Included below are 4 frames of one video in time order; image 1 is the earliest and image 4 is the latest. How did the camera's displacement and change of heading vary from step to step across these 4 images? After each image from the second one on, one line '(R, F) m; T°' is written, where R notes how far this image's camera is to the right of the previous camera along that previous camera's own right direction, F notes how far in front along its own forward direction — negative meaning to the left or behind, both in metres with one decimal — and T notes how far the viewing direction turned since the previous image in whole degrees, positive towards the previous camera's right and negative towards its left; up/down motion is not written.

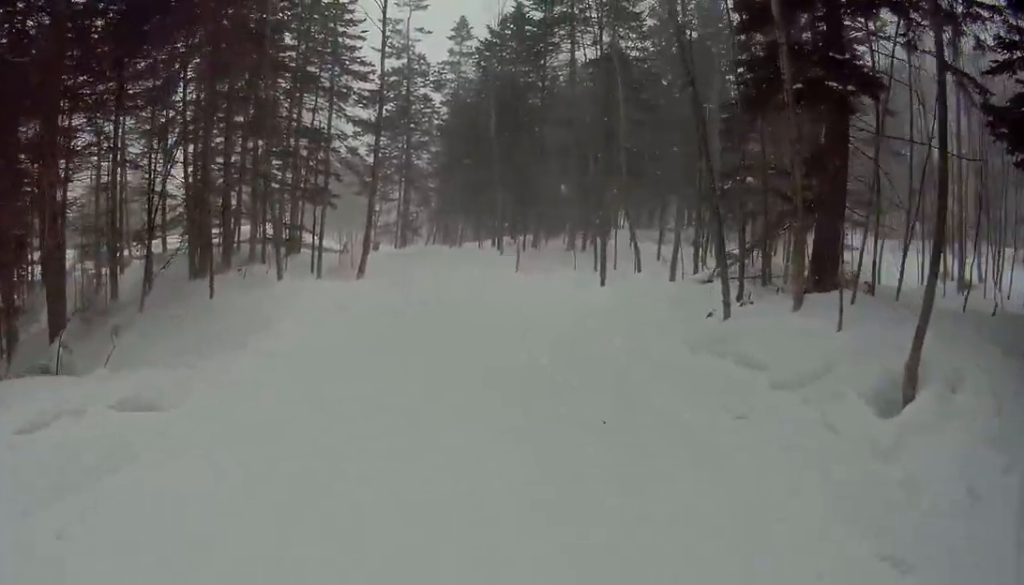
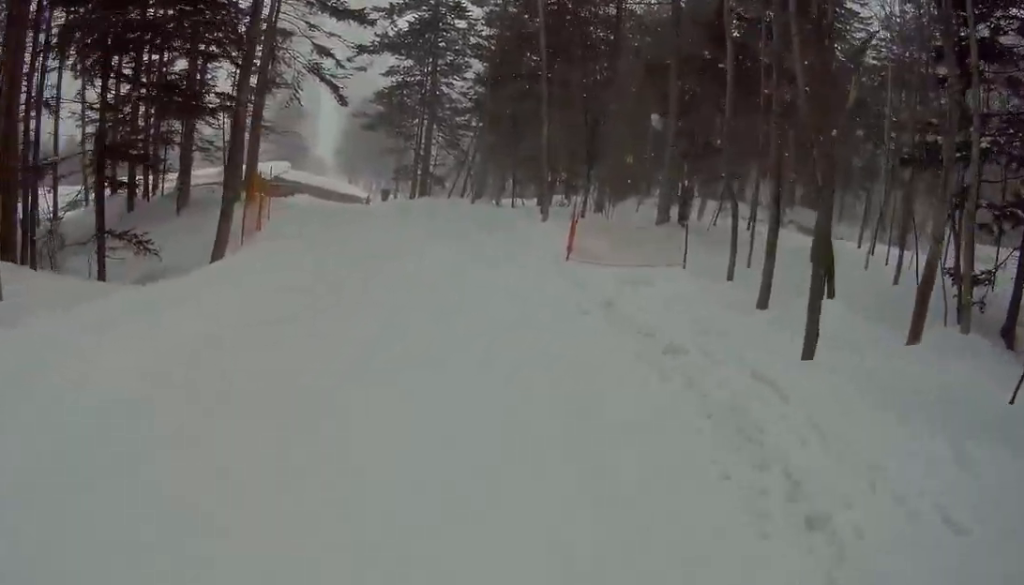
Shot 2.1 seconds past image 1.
(+0.8, +13.8) m; -4°
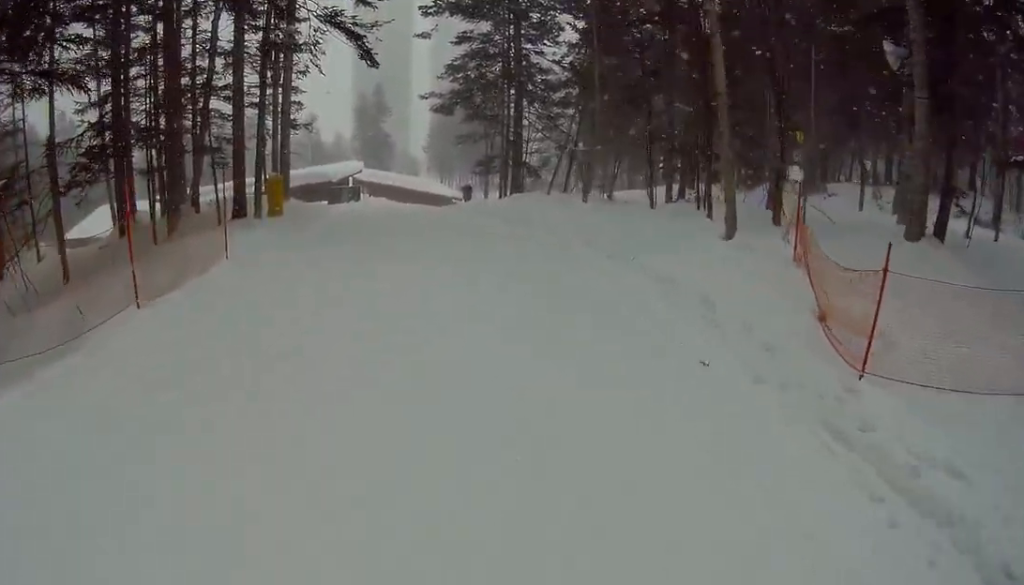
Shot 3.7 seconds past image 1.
(-0.8, +9.6) m; 0°
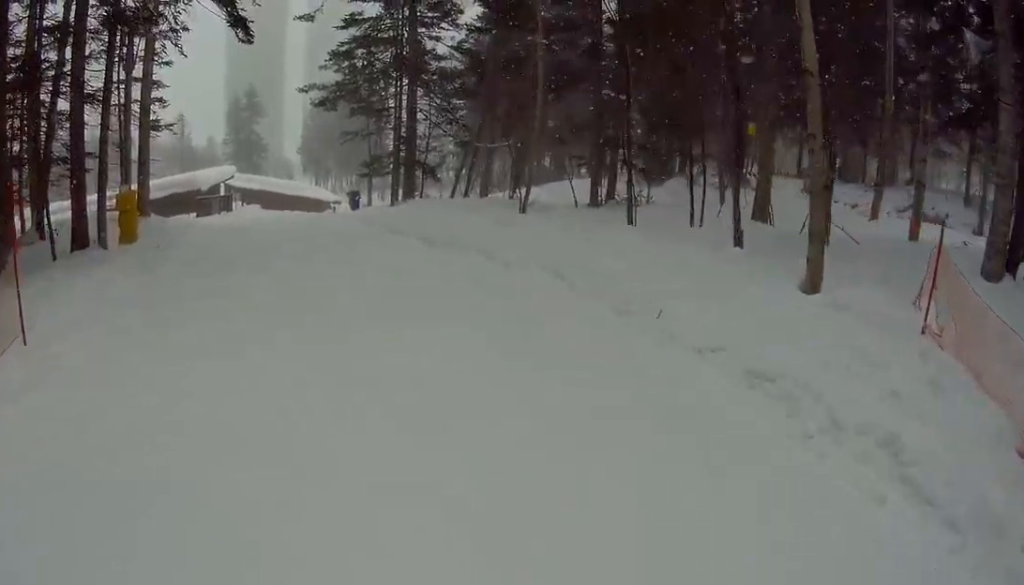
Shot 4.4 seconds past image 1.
(0.0, +4.4) m; -4°
